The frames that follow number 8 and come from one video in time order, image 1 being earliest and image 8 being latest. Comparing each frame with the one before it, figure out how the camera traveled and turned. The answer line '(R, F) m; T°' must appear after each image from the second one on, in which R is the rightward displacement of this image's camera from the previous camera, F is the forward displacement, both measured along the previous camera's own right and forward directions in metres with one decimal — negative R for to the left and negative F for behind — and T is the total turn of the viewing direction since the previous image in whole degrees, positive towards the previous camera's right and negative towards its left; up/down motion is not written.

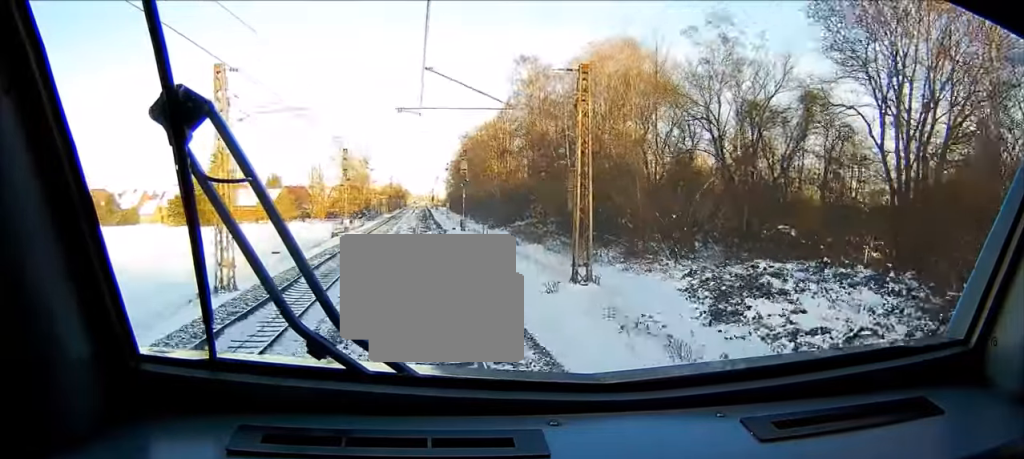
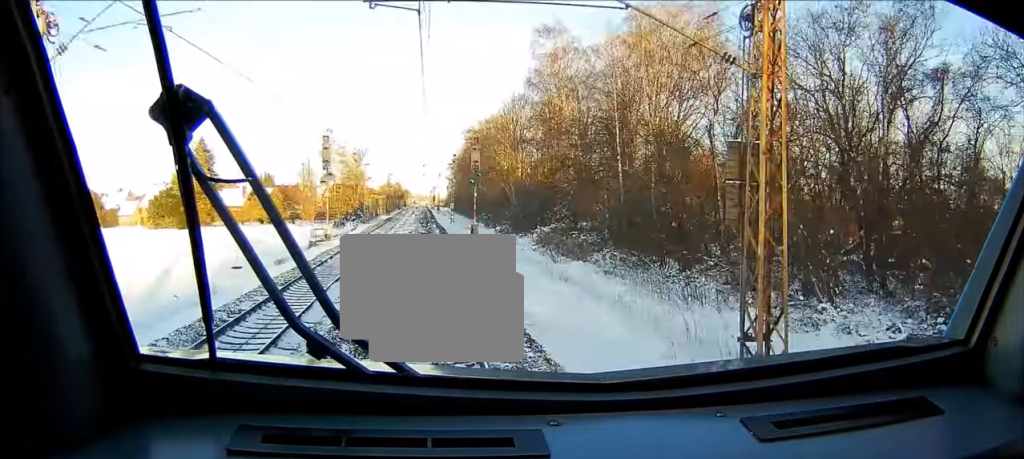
(0.0, +13.0) m; 0°
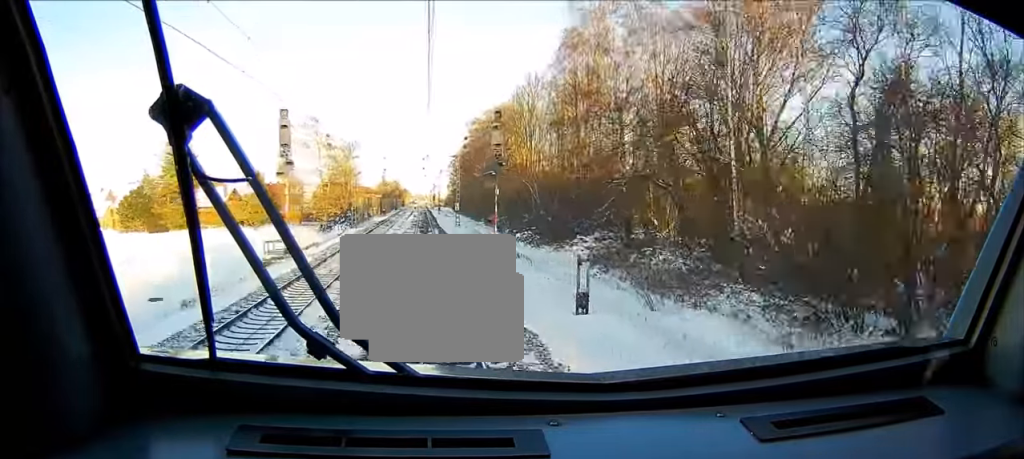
(0.0, +16.4) m; 0°
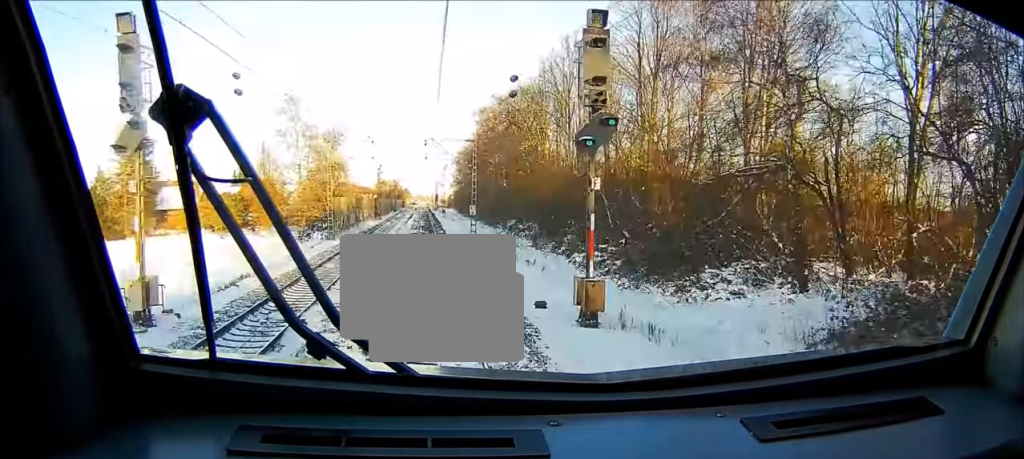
(0.0, +20.6) m; 0°
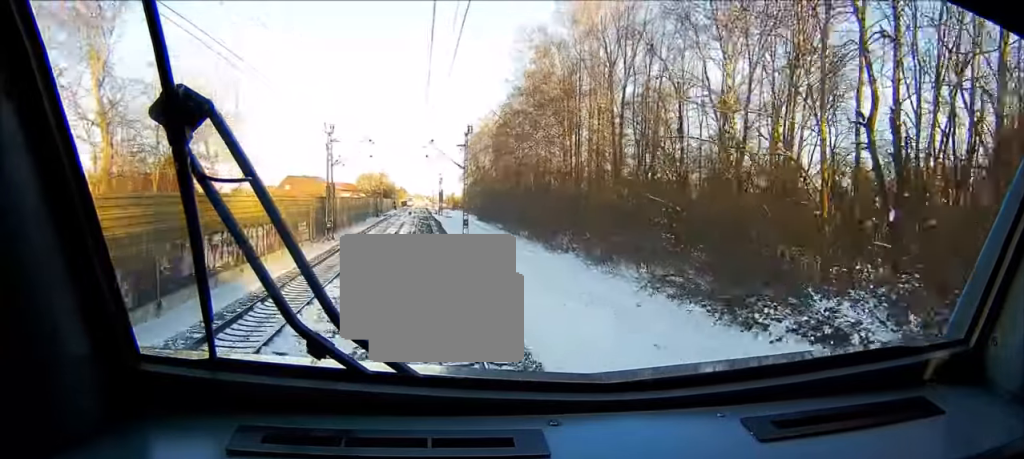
(0.0, +62.7) m; 0°
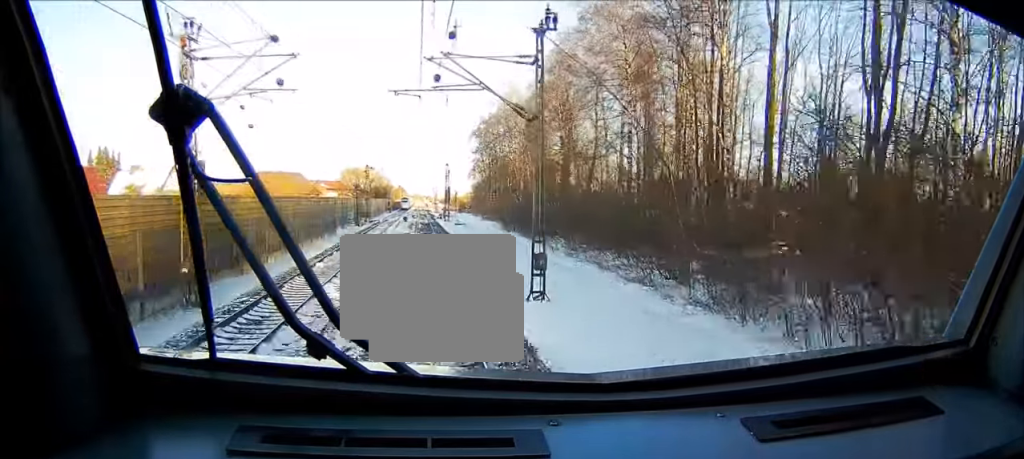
(+0.1, +35.1) m; 0°
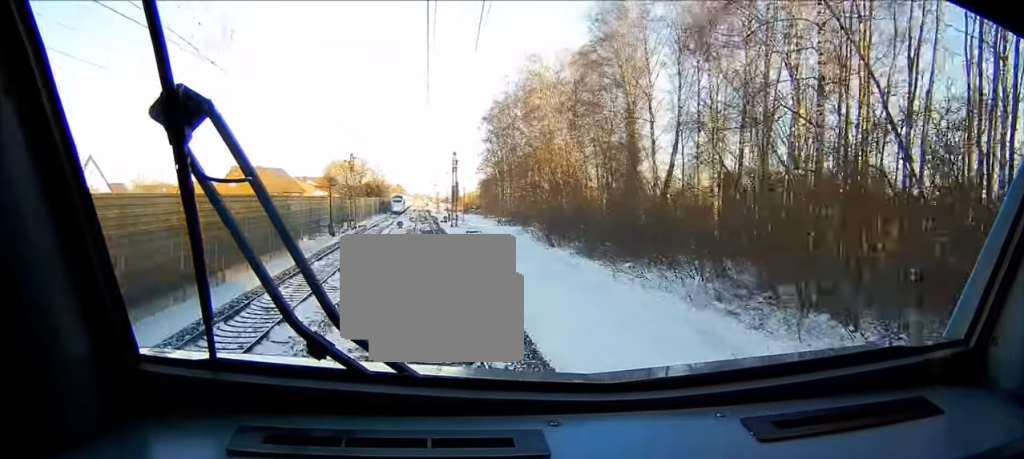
(0.0, +22.4) m; 0°
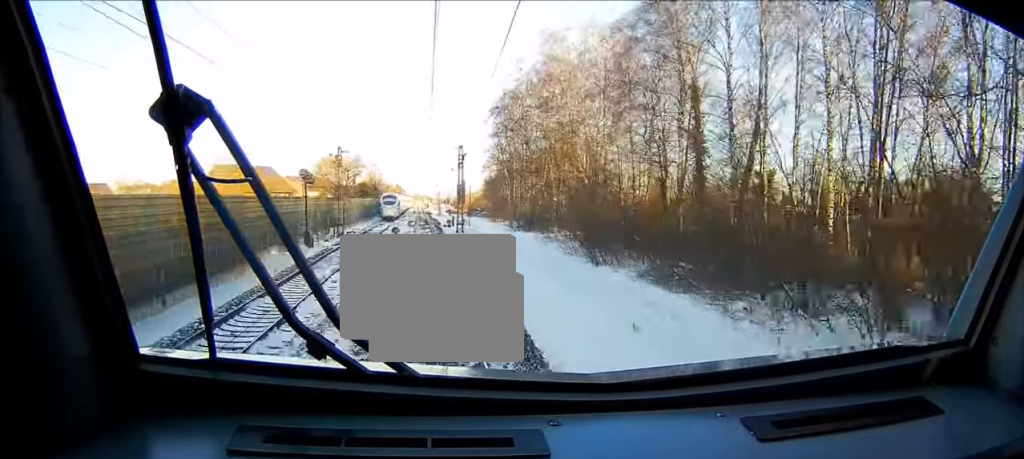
(0.0, +12.3) m; 0°
